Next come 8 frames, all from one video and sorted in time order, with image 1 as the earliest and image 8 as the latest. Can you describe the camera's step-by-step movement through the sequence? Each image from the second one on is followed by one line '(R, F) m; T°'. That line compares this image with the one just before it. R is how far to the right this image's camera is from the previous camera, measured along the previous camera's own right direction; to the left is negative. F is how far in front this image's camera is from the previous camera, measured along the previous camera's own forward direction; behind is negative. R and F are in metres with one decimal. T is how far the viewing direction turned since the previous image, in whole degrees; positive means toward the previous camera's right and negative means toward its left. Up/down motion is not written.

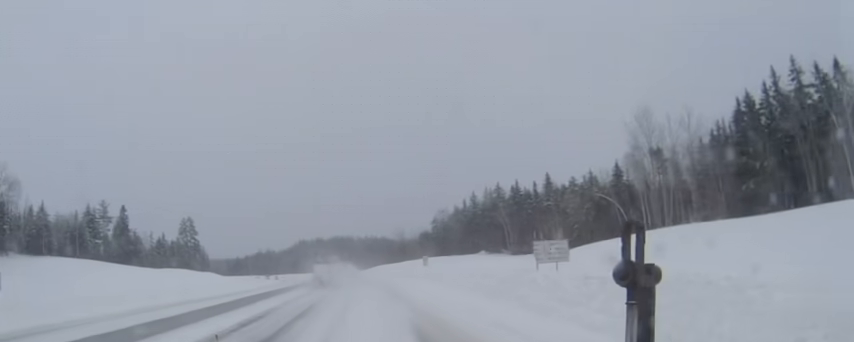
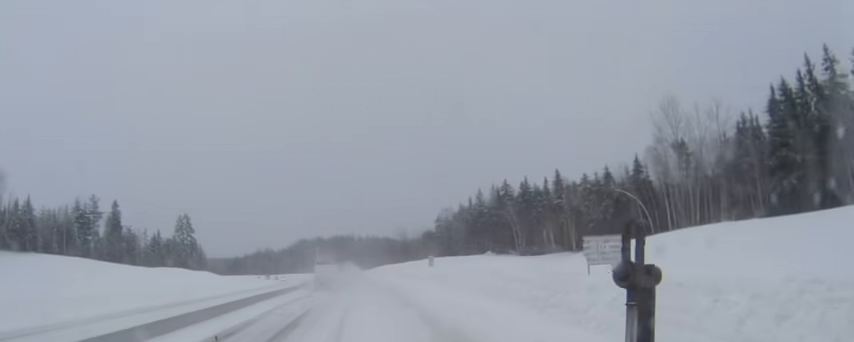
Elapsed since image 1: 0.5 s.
(0.0, +7.5) m; 0°
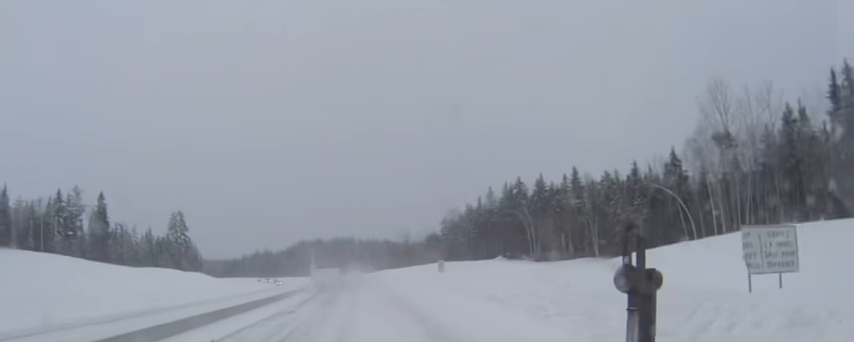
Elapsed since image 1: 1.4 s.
(0.0, +11.7) m; 0°
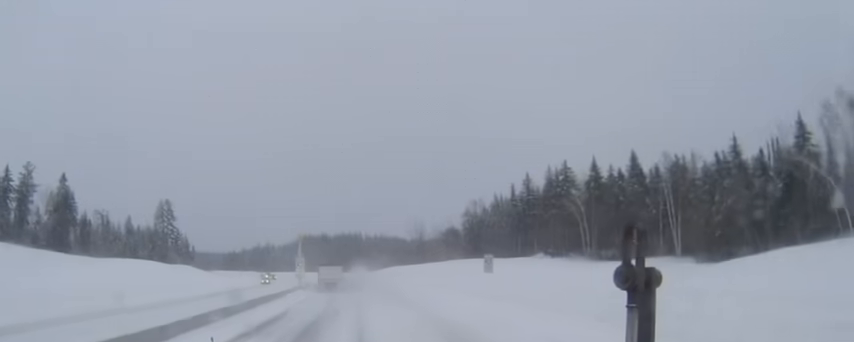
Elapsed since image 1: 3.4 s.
(0.0, +29.0) m; 0°
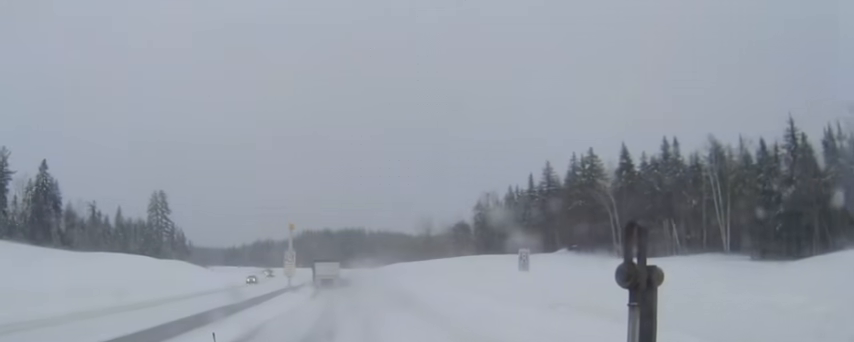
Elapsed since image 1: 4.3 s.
(0.0, +11.5) m; 0°
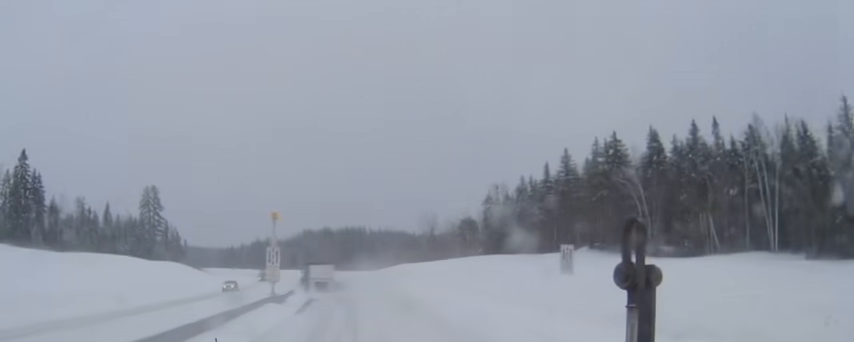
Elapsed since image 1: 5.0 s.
(0.0, +9.7) m; 0°
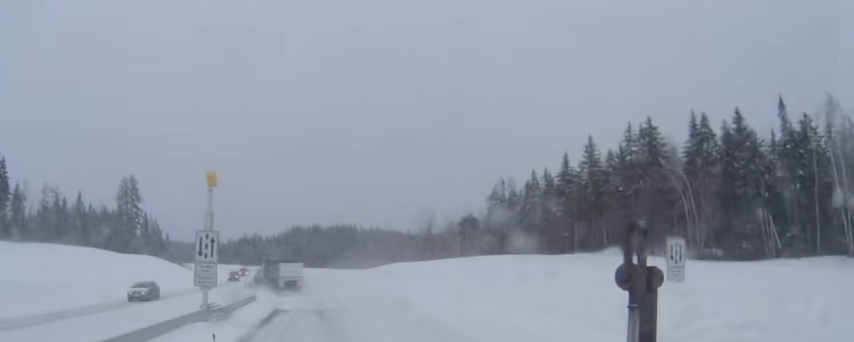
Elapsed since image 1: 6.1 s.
(0.0, +14.6) m; 0°
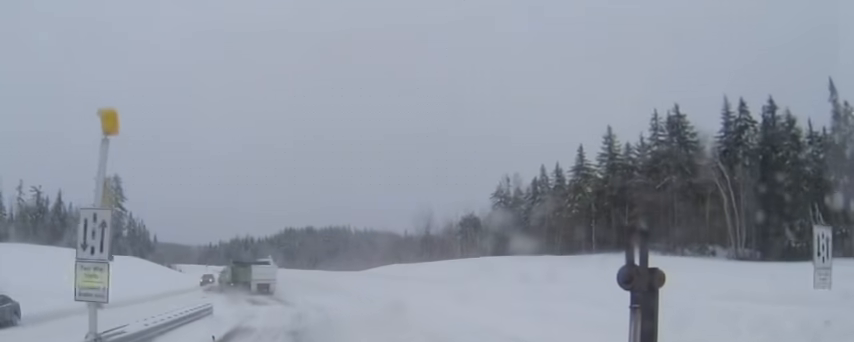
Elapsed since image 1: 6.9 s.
(0.0, +9.4) m; 0°
